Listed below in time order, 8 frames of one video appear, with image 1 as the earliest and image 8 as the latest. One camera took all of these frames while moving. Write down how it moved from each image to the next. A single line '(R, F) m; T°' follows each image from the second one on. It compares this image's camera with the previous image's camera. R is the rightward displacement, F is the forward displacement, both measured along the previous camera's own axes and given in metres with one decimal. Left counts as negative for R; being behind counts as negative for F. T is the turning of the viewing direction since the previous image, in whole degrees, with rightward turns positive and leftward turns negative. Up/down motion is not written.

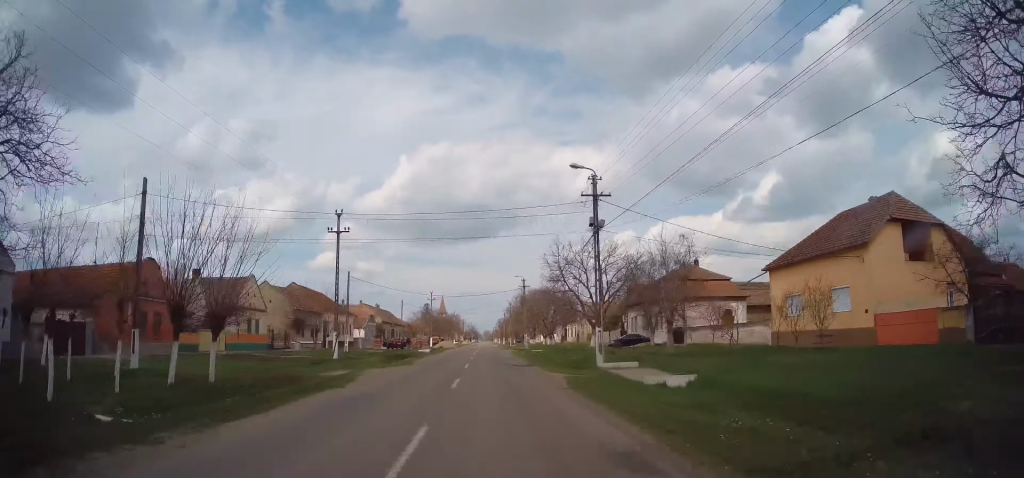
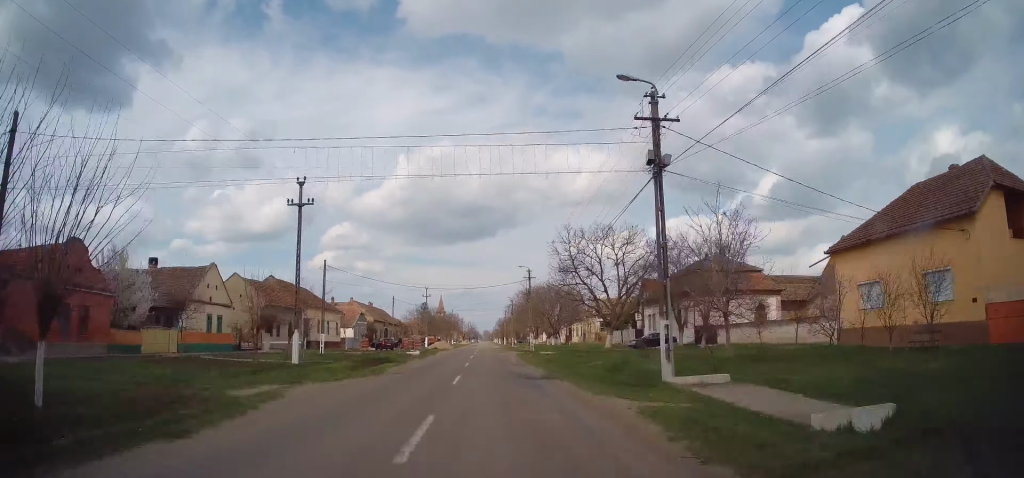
(-0.1, +8.3) m; 0°
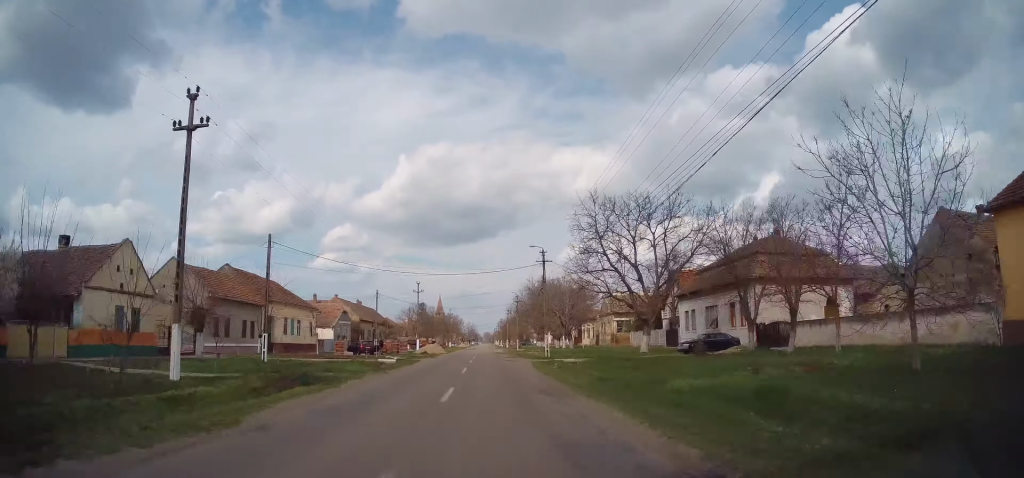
(-0.1, +12.8) m; 0°
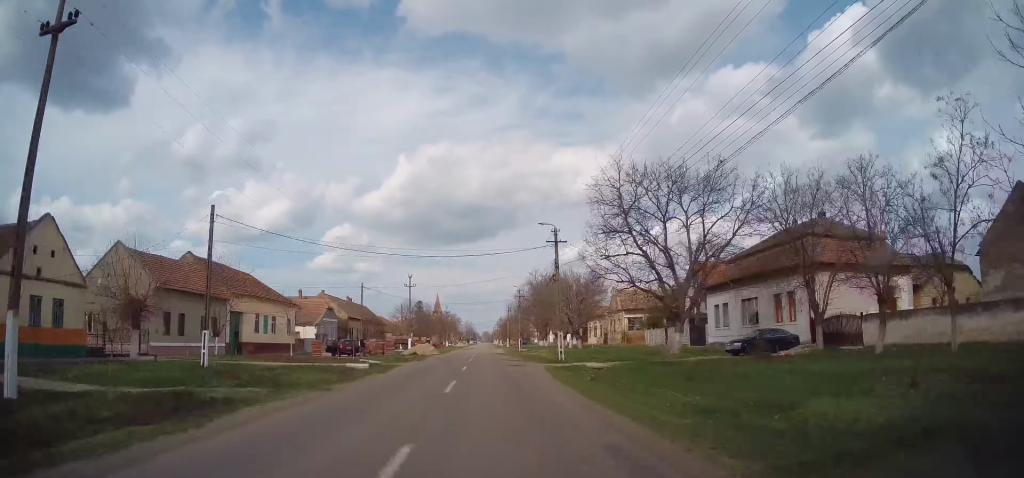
(+0.1, +7.8) m; +1°
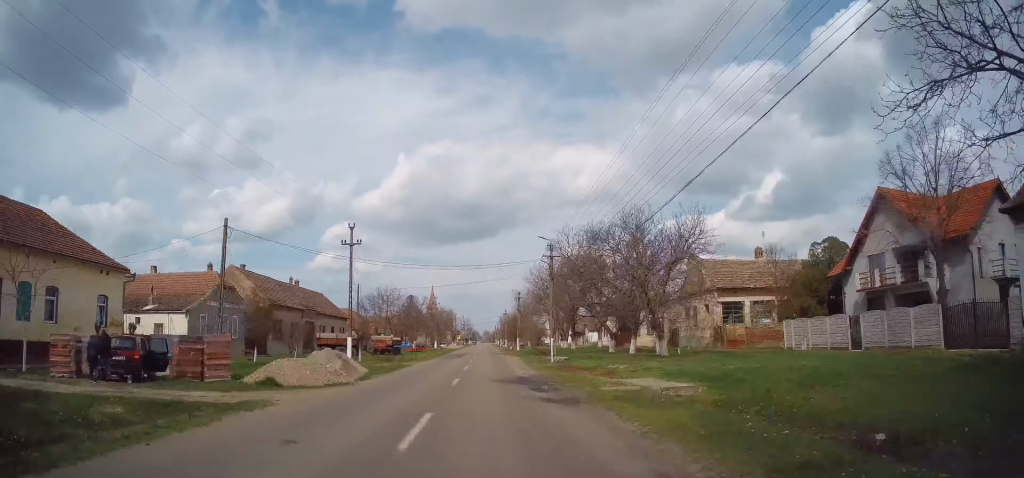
(+0.2, +33.5) m; -1°
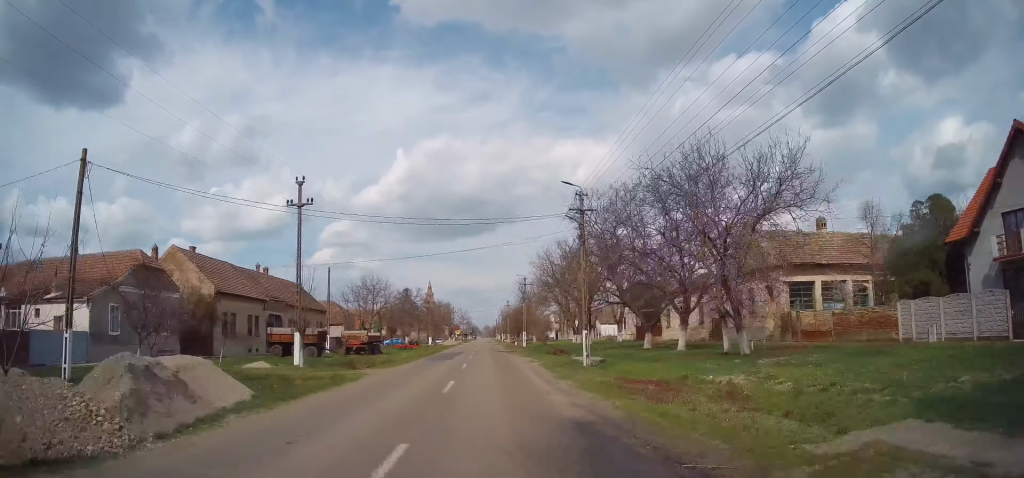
(-0.1, +11.8) m; 0°
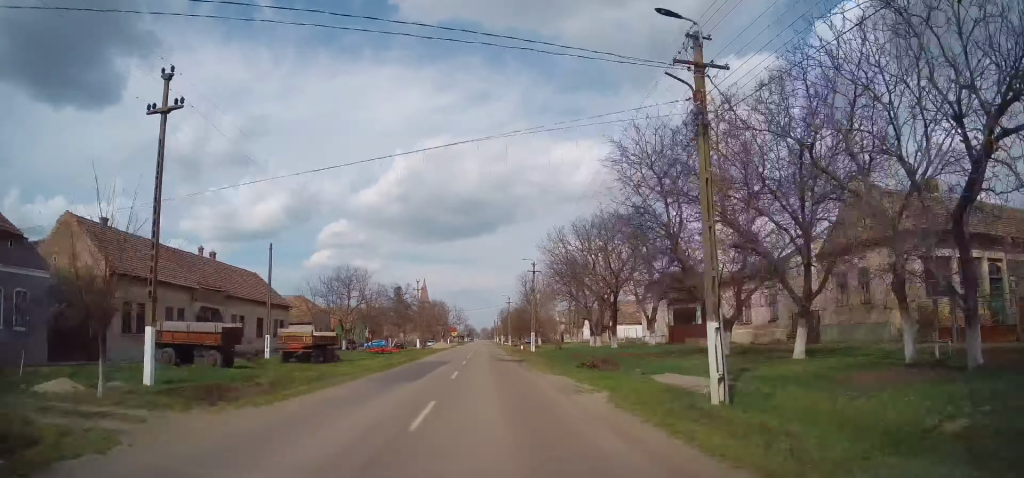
(-0.2, +14.2) m; 0°
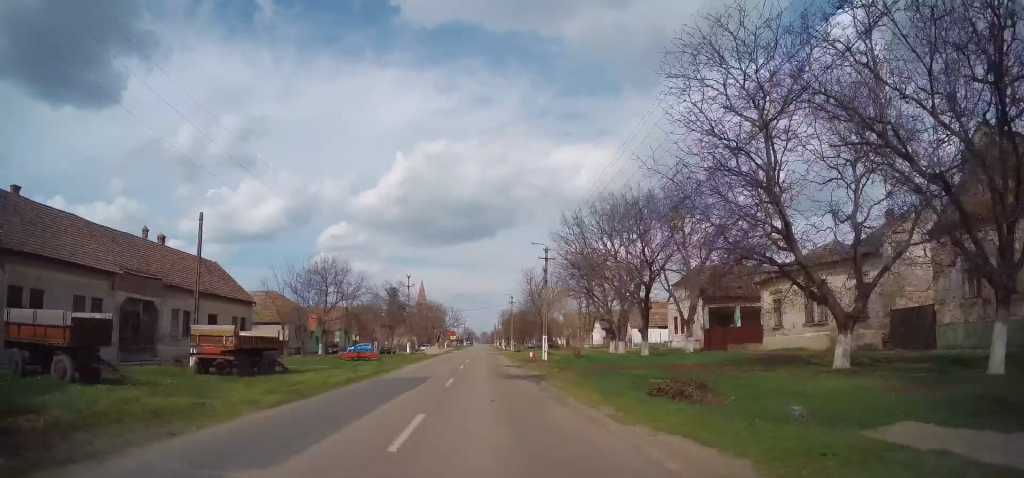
(+0.2, +10.3) m; +1°
